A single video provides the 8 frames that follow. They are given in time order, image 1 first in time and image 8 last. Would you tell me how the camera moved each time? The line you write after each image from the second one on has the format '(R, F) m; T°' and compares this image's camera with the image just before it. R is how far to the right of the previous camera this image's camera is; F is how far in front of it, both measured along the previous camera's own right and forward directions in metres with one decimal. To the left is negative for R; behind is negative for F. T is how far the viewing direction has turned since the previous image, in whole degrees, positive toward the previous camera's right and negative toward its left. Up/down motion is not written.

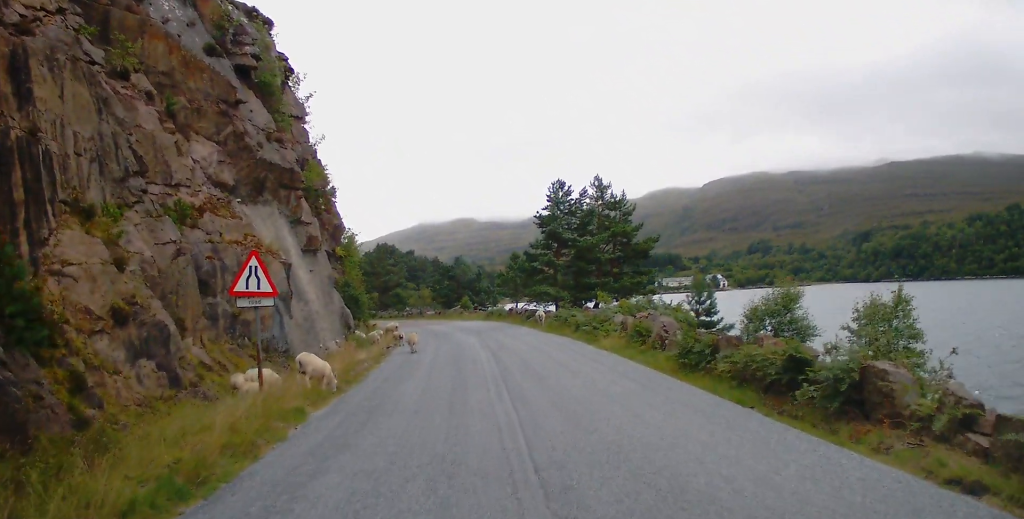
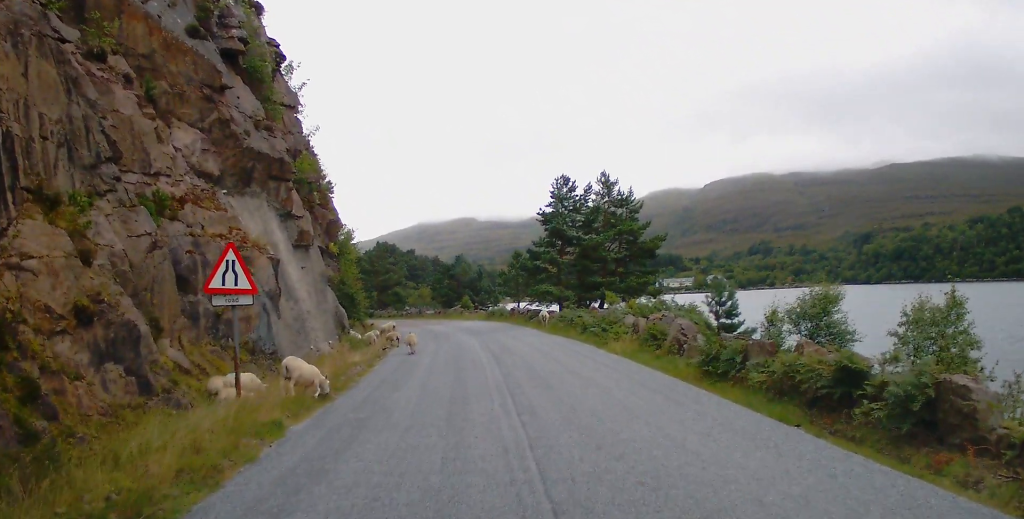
(0.0, +1.2) m; 0°
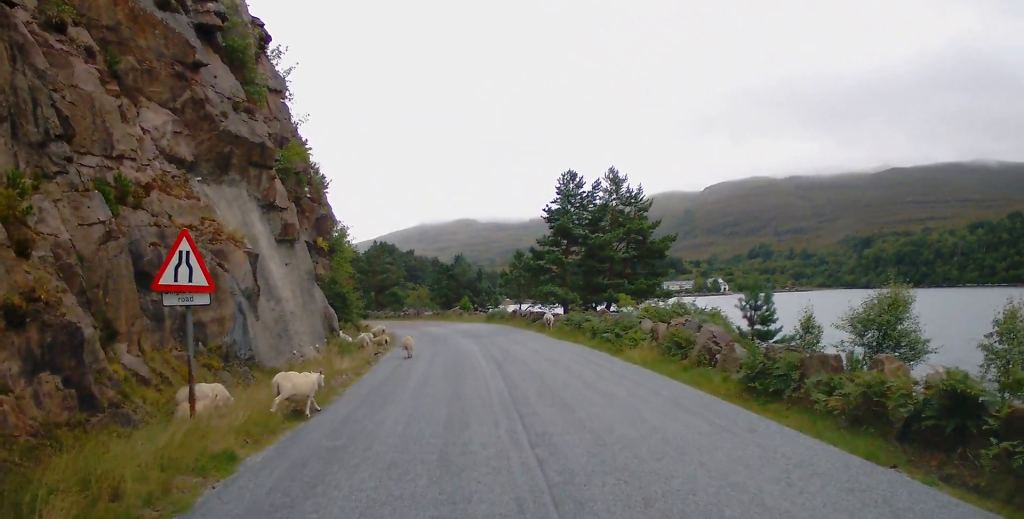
(0.0, +1.9) m; 0°
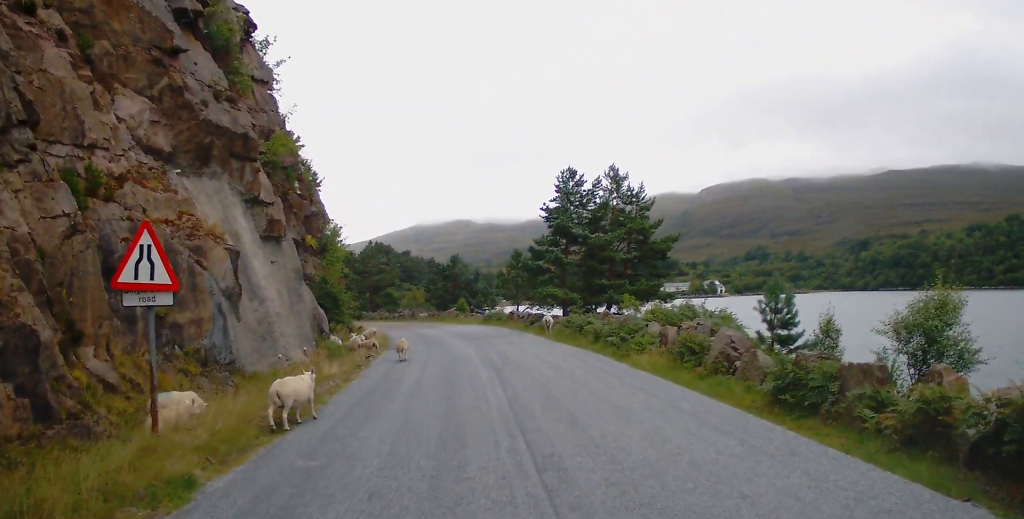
(0.0, +1.1) m; 0°
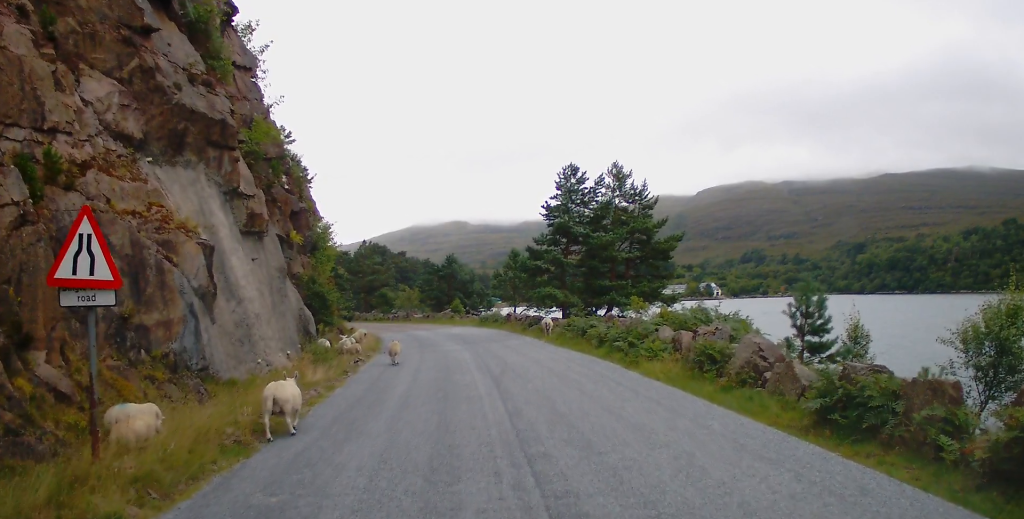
(0.0, +1.4) m; 0°
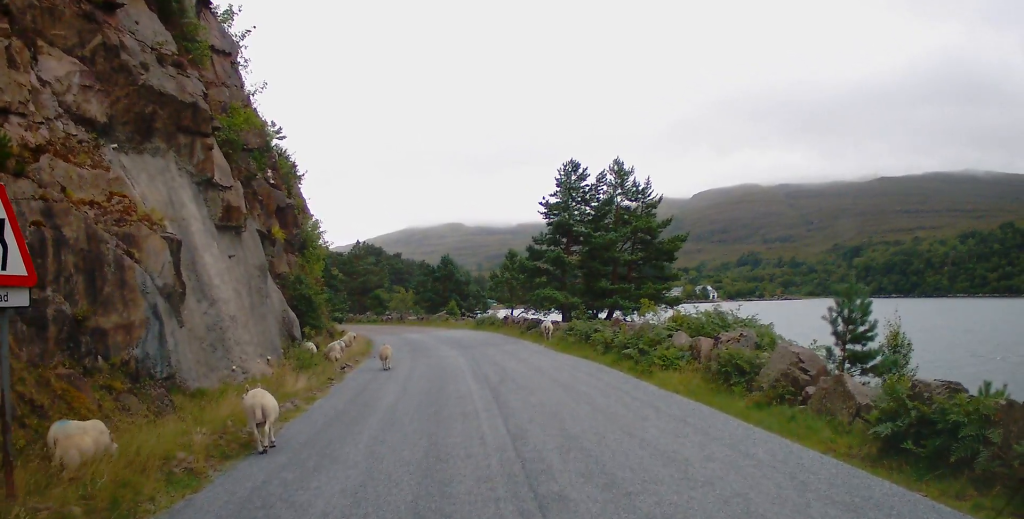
(0.0, +1.5) m; -1°
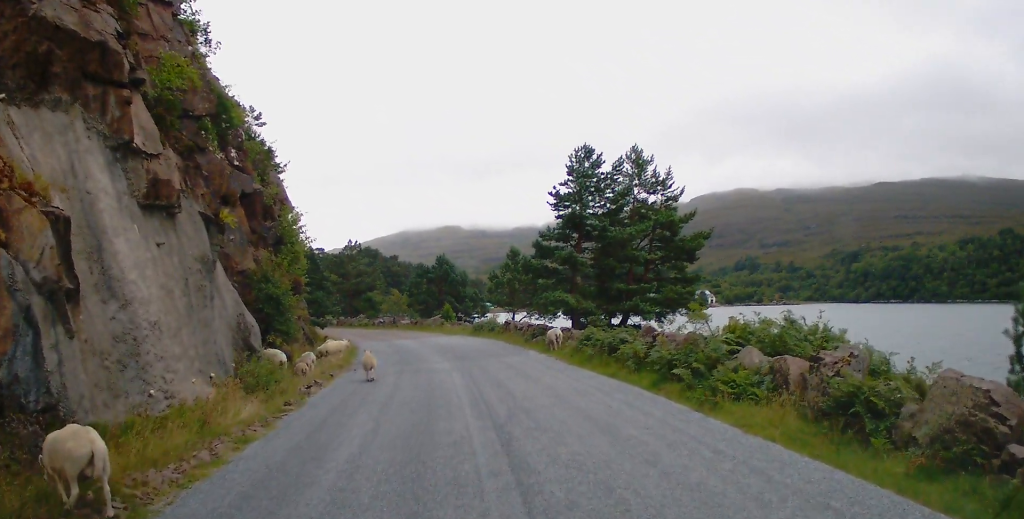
(0.0, +4.5) m; 0°
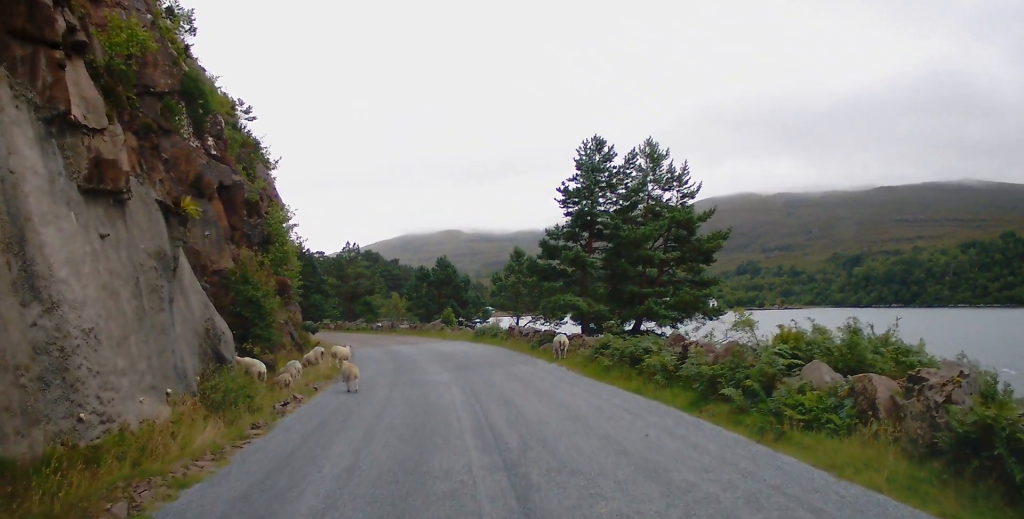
(0.0, +2.7) m; +1°
